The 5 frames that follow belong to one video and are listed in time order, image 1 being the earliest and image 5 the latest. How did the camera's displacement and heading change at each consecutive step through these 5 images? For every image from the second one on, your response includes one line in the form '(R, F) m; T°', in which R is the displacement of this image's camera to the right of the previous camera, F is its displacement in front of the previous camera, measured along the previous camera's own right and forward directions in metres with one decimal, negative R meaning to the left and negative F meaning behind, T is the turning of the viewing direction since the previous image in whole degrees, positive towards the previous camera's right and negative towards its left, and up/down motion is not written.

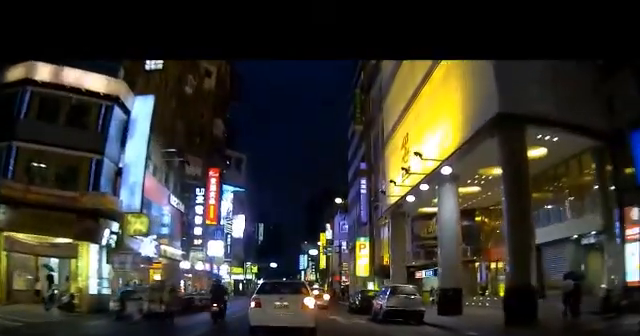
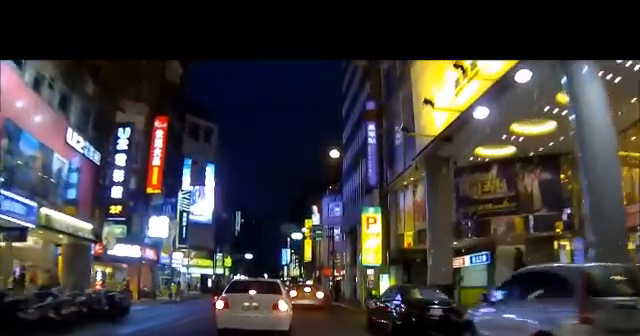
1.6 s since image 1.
(+0.7, +13.8) m; +4°
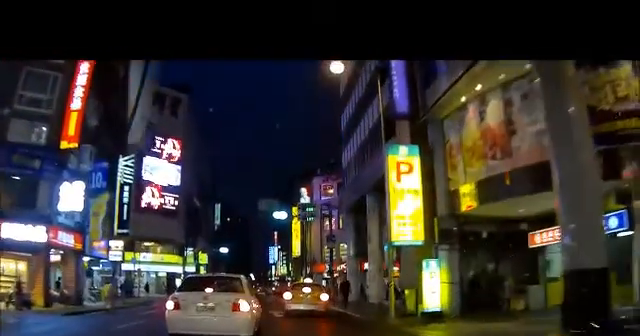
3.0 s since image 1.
(-0.4, +10.9) m; -8°
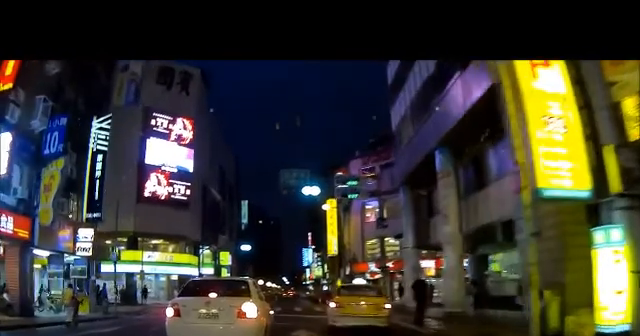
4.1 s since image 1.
(-0.6, +7.9) m; -3°
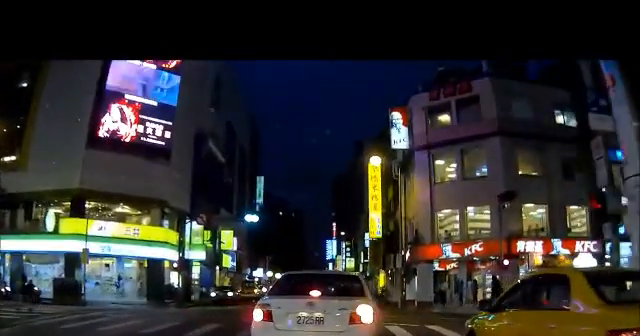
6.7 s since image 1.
(-1.9, +13.6) m; -24°
